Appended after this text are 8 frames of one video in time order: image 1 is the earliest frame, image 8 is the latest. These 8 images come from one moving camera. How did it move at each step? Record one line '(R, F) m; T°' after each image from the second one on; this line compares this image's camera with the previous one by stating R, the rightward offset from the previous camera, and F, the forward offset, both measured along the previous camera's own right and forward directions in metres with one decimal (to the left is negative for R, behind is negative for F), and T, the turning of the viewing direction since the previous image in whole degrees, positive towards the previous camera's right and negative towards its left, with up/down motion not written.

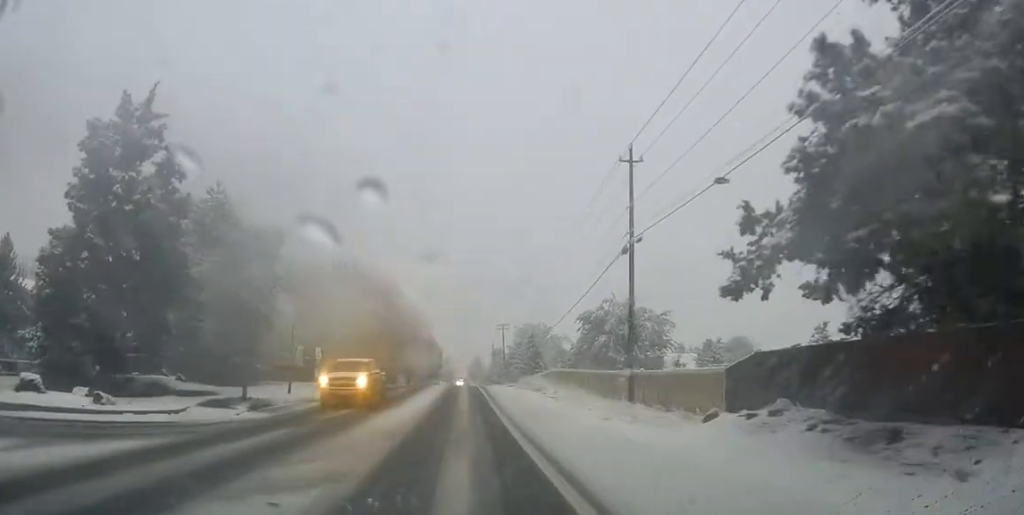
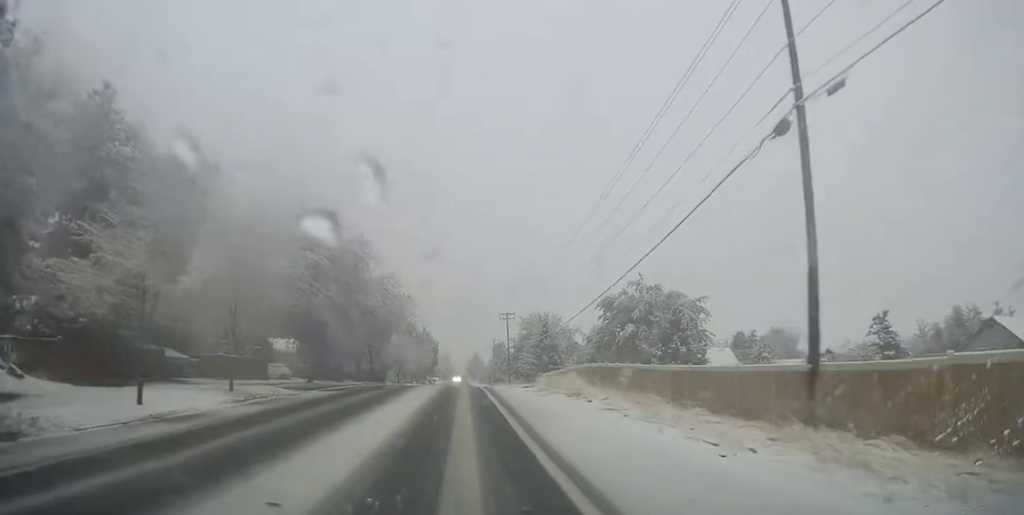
(0.0, +15.6) m; 0°
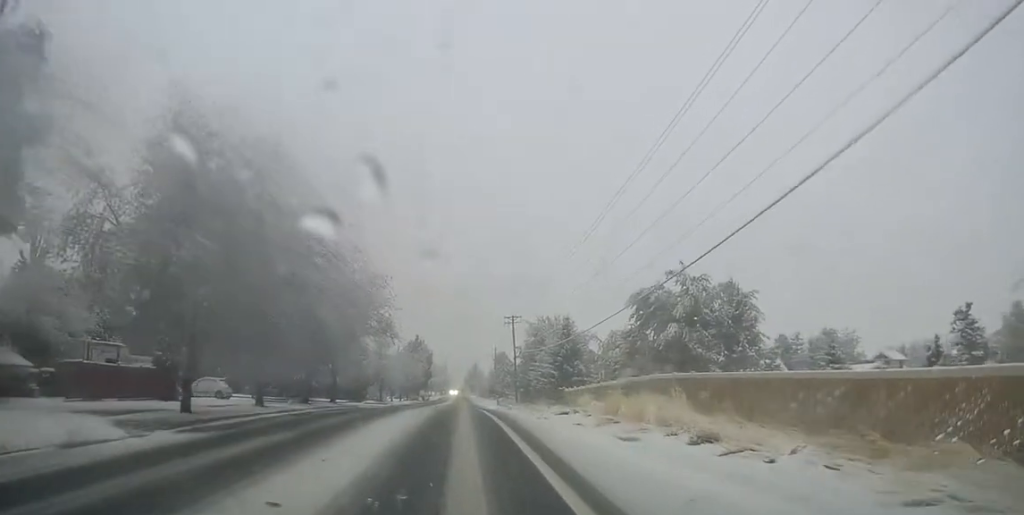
(0.0, +16.2) m; 0°
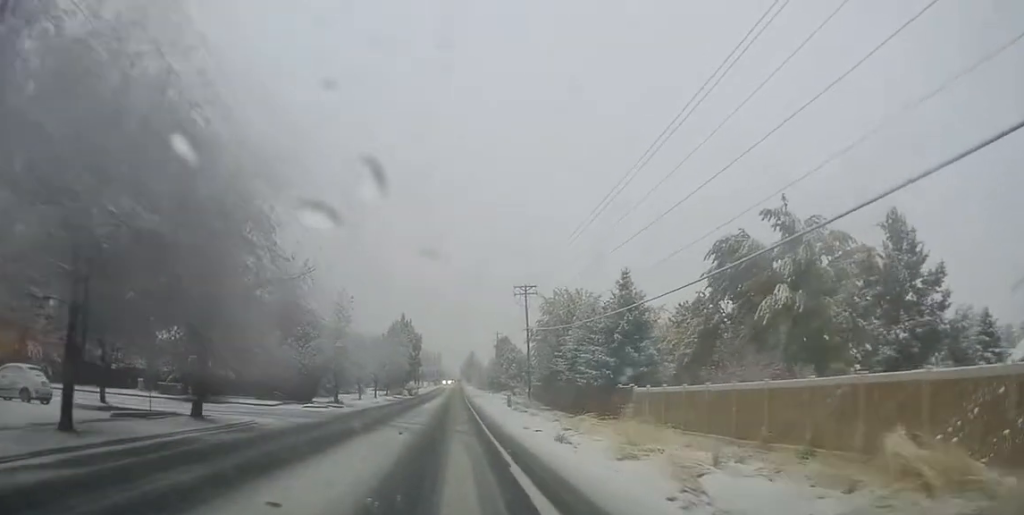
(-0.4, +21.9) m; -3°
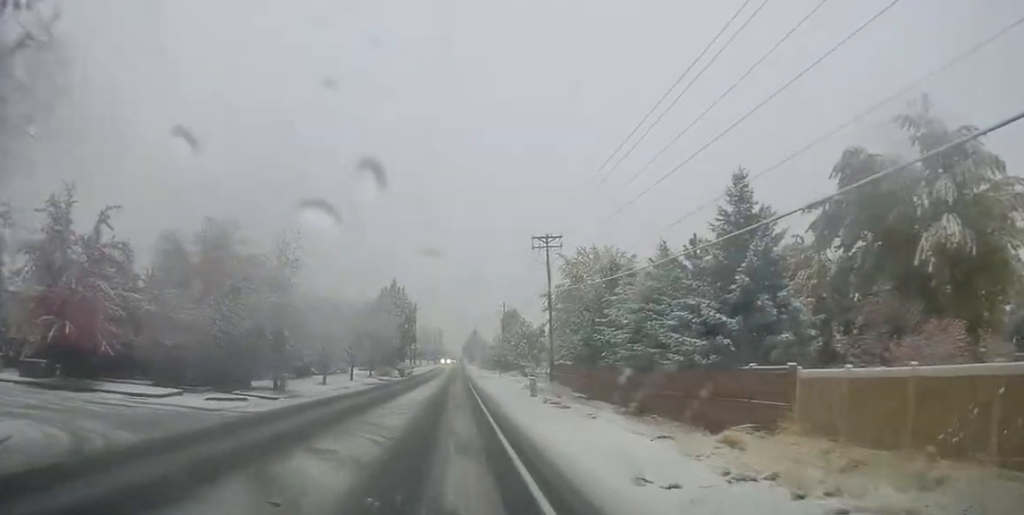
(-0.4, +15.3) m; +1°
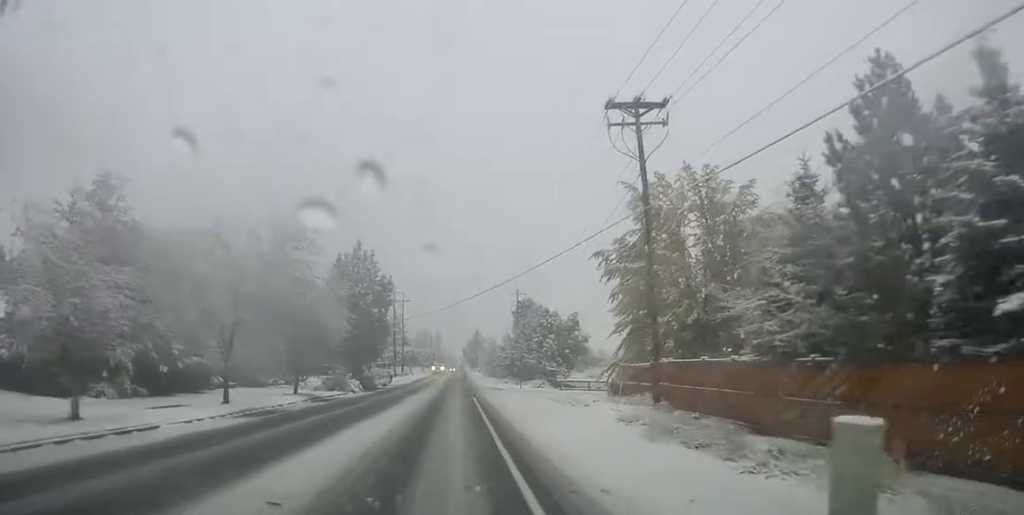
(+1.0, +27.7) m; +2°
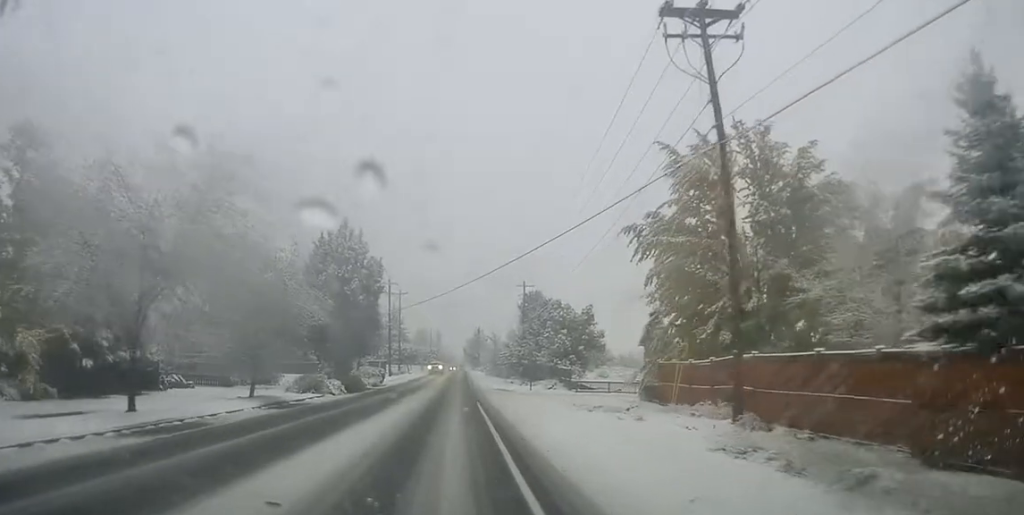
(0.0, +7.4) m; +1°
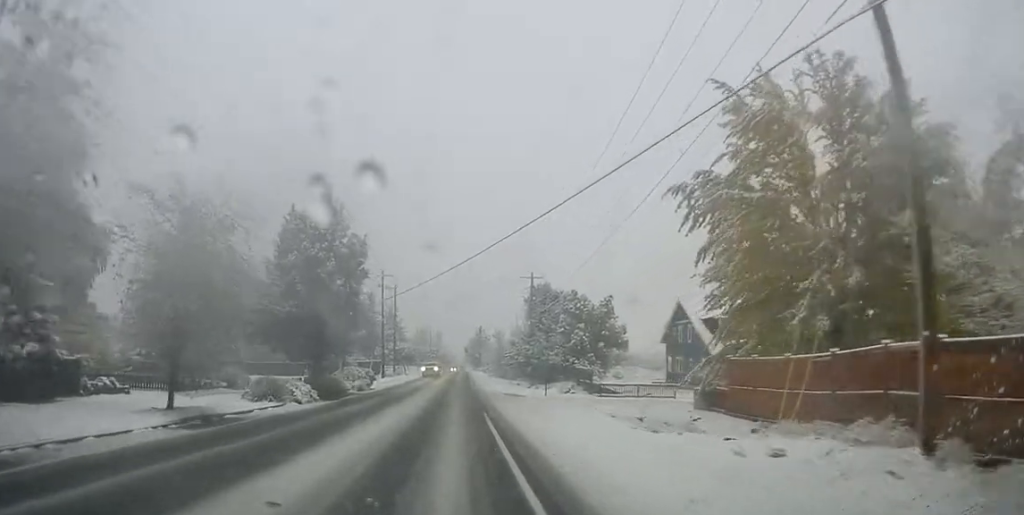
(-0.1, +7.9) m; +1°
